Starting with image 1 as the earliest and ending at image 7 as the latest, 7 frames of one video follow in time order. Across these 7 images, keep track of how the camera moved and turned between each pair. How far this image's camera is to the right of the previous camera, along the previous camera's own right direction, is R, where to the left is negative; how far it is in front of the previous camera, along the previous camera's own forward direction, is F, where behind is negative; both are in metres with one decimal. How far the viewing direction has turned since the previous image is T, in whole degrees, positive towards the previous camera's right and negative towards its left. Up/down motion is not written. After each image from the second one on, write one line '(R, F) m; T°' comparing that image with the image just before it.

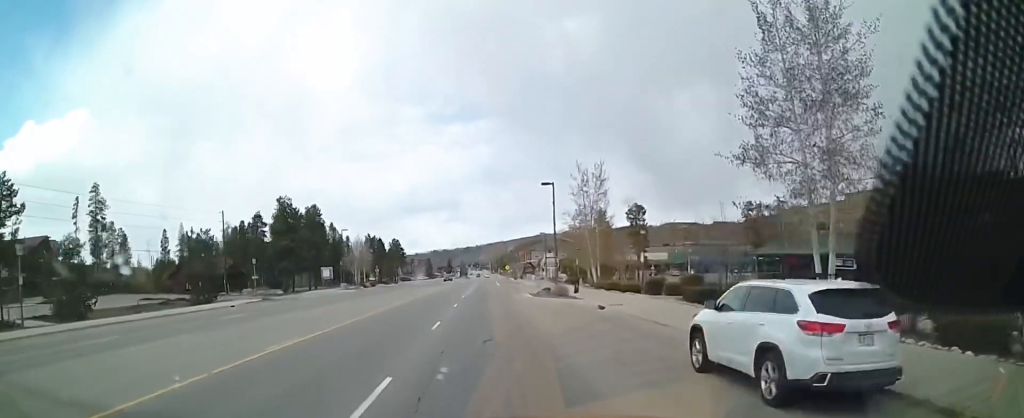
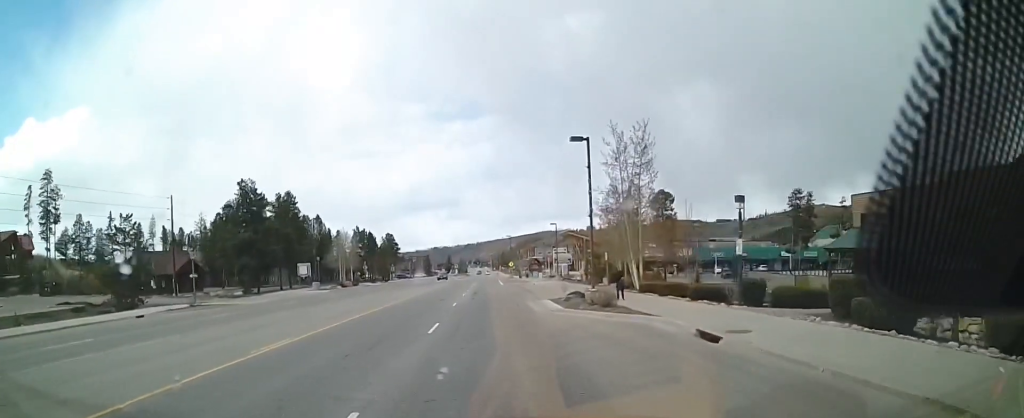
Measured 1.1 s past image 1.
(+0.4, +14.8) m; +2°
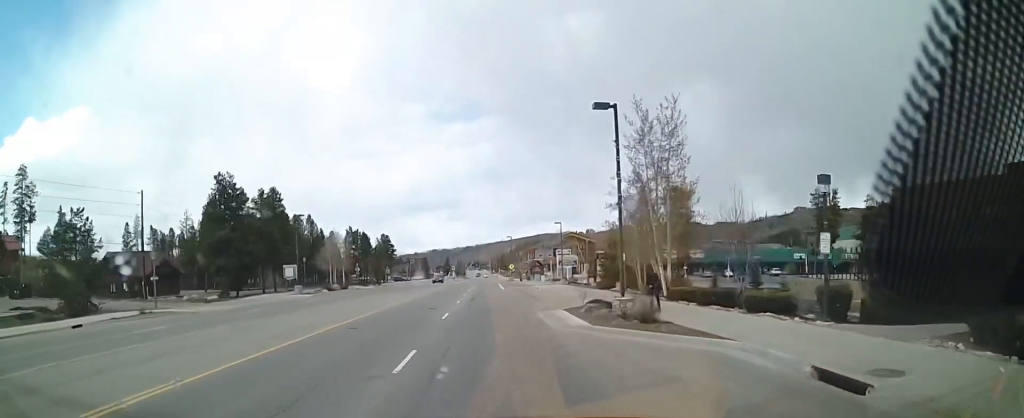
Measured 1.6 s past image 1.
(0.0, +6.5) m; +1°
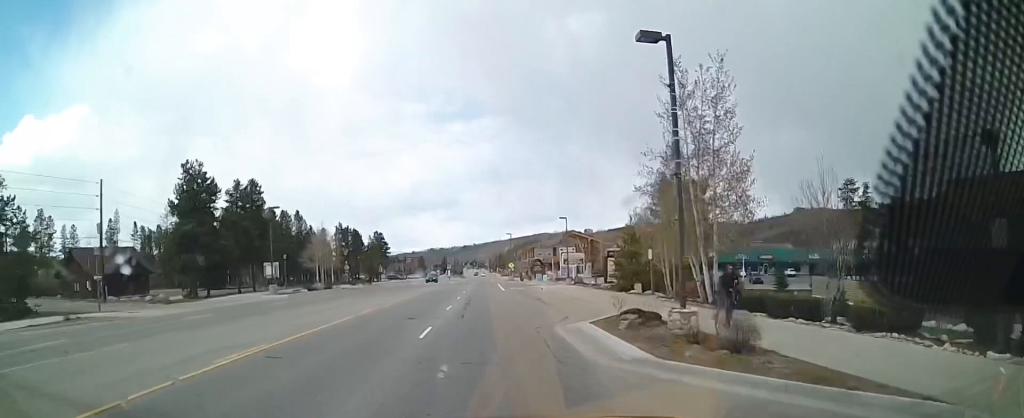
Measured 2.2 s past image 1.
(-0.1, +7.4) m; +1°
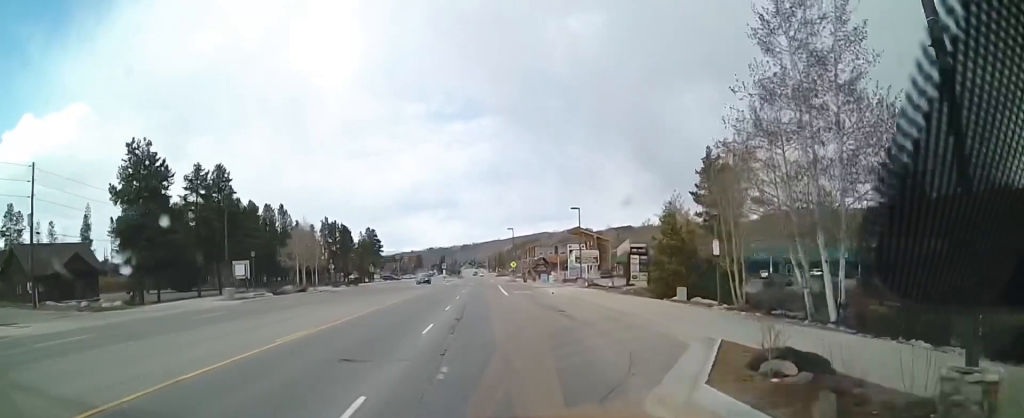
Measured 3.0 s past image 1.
(+0.2, +10.4) m; 0°
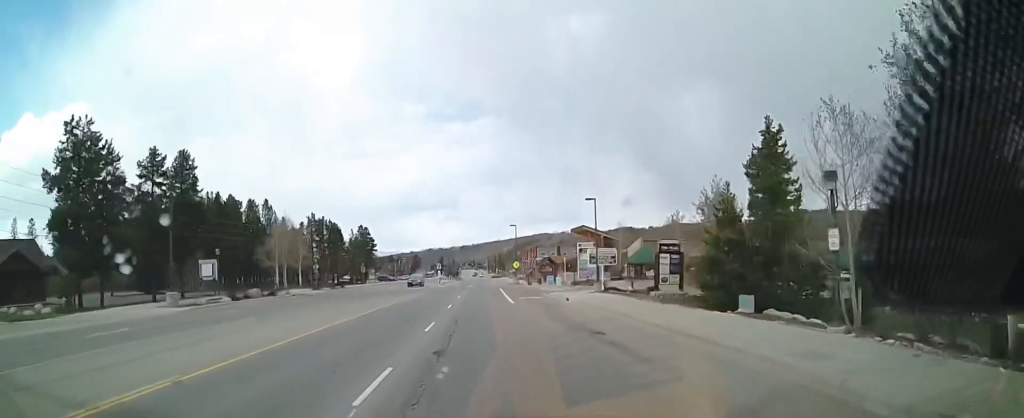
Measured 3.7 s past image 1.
(0.0, +9.1) m; -1°
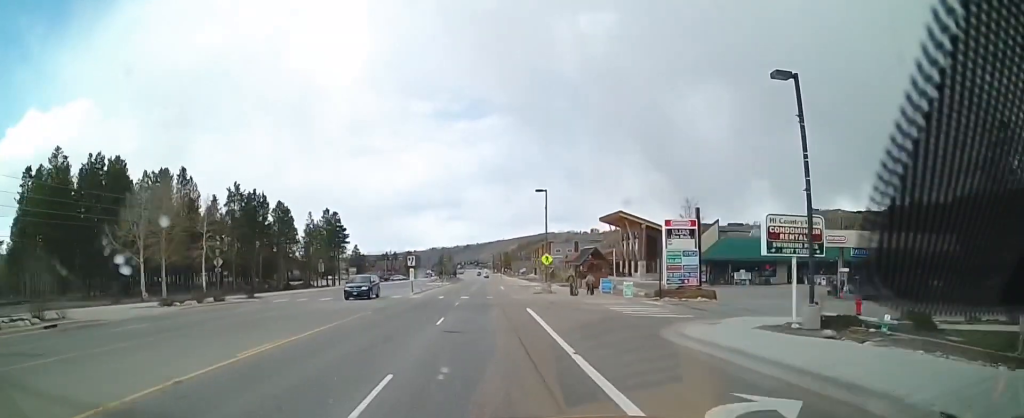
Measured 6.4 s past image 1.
(-0.7, +35.3) m; -1°
